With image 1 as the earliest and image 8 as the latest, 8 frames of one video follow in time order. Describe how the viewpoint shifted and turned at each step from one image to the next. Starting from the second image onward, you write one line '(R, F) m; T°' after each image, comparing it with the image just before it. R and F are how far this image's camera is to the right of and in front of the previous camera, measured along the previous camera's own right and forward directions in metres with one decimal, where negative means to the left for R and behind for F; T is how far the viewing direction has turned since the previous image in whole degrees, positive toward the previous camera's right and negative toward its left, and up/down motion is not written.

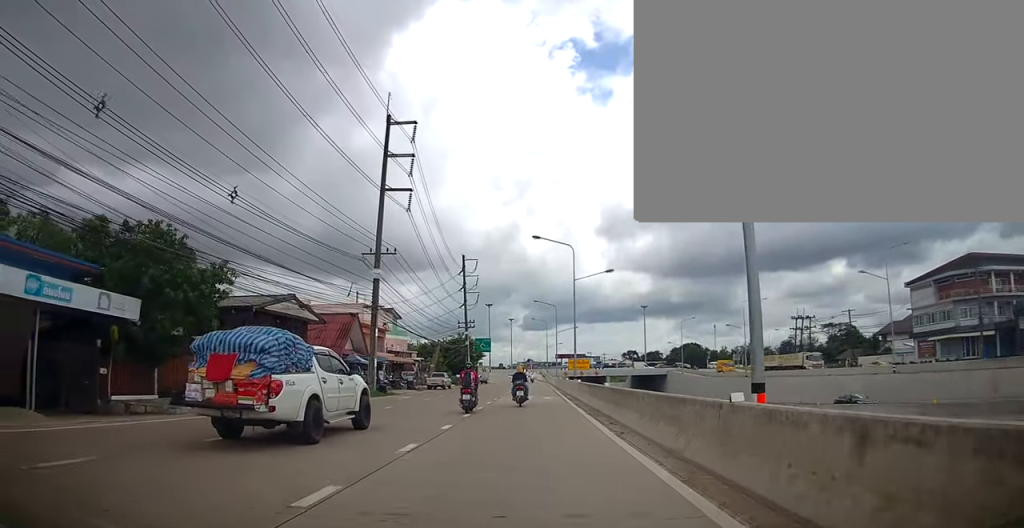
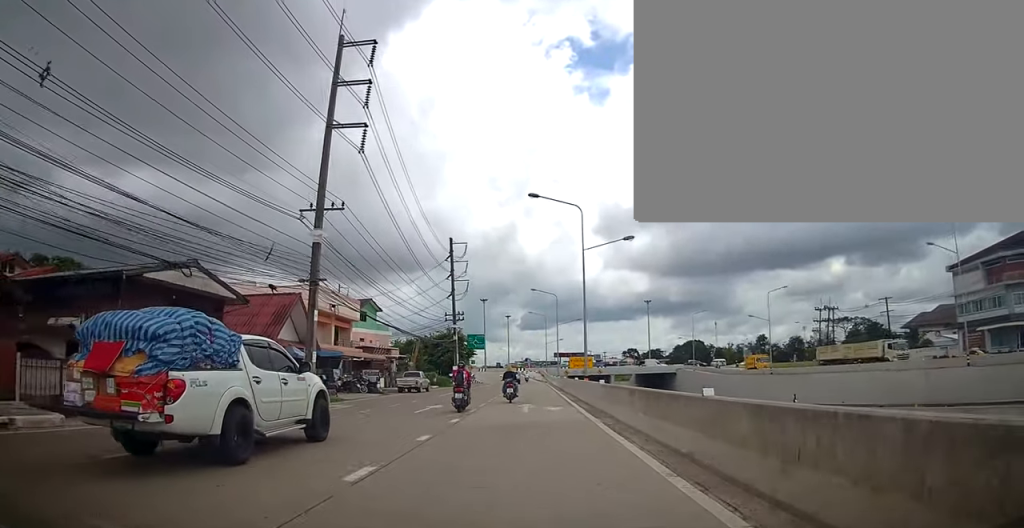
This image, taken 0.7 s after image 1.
(+0.3, +11.0) m; 0°
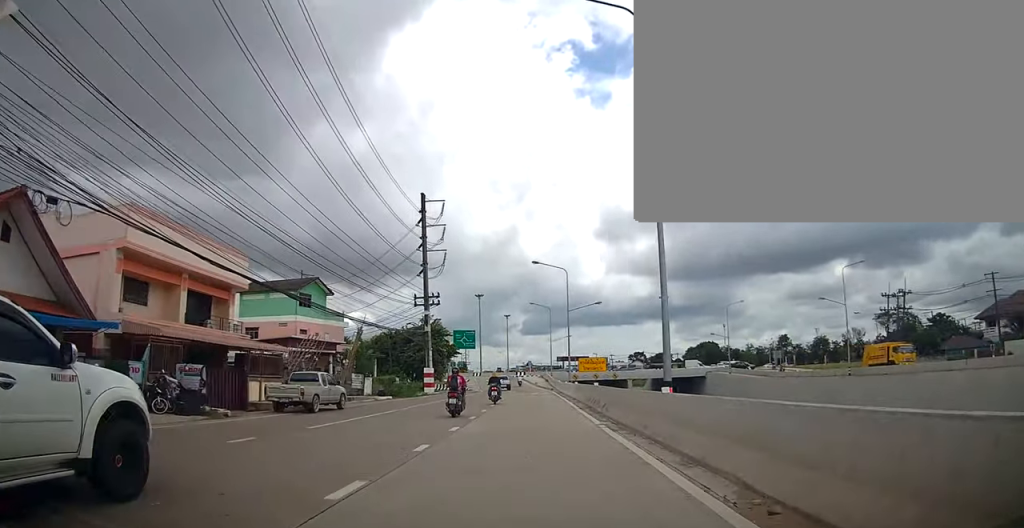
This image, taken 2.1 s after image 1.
(-0.8, +20.7) m; -2°
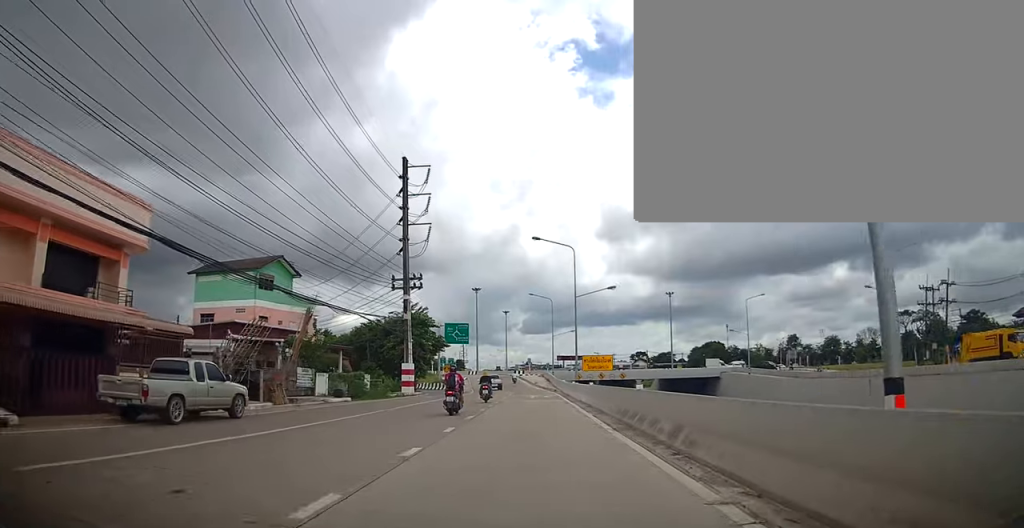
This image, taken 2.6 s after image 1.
(0.0, +9.1) m; 0°
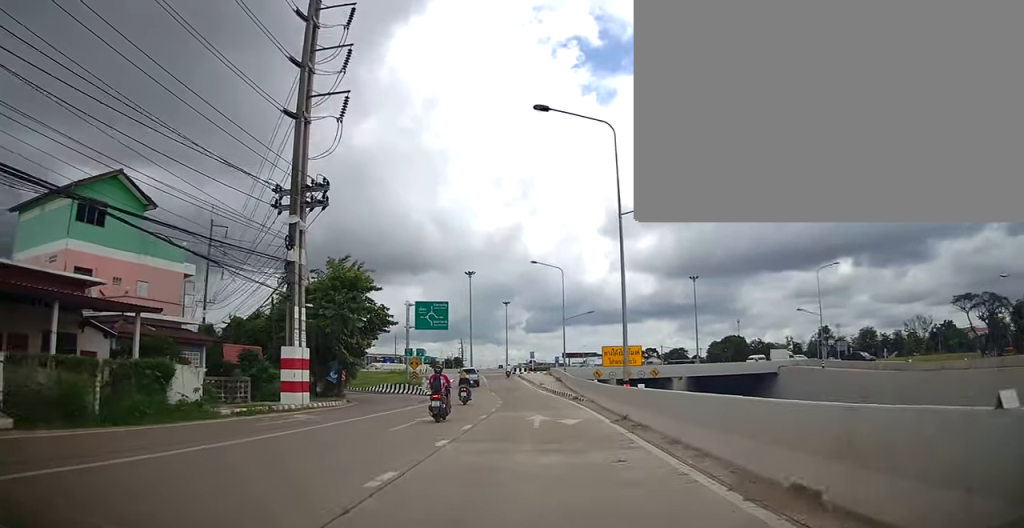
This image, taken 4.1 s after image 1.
(+0.7, +22.3) m; +3°
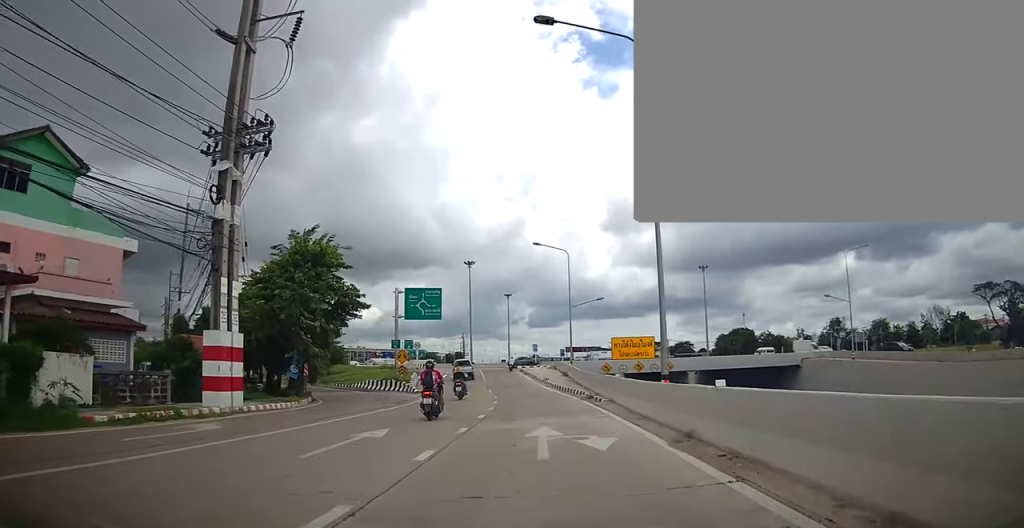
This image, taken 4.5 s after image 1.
(+0.3, +6.1) m; 0°
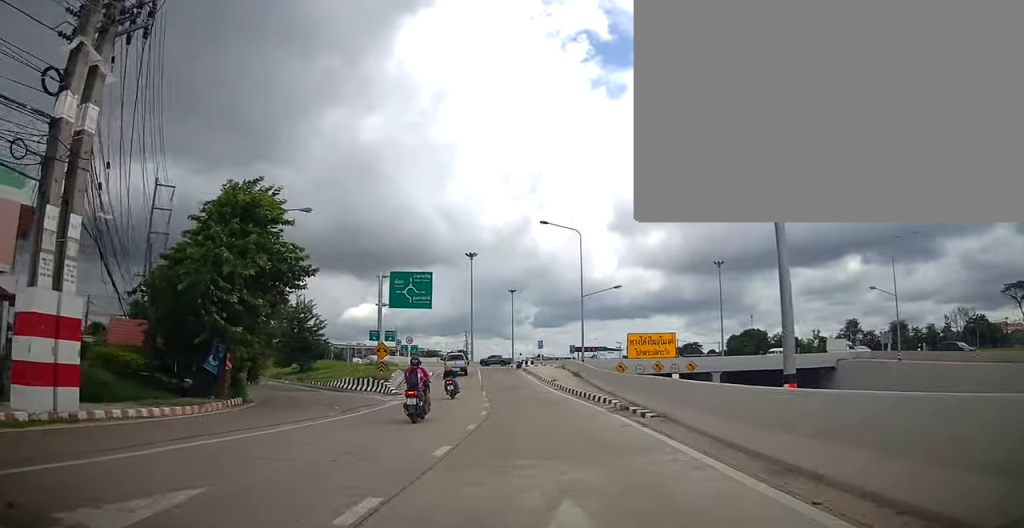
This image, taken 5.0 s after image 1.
(-0.2, +7.7) m; -2°
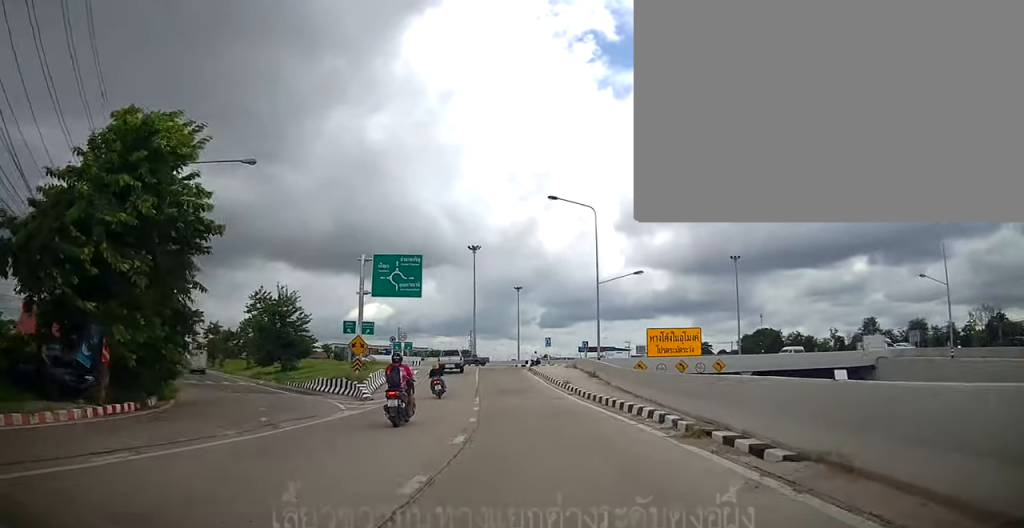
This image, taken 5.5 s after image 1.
(-0.1, +6.9) m; -2°
